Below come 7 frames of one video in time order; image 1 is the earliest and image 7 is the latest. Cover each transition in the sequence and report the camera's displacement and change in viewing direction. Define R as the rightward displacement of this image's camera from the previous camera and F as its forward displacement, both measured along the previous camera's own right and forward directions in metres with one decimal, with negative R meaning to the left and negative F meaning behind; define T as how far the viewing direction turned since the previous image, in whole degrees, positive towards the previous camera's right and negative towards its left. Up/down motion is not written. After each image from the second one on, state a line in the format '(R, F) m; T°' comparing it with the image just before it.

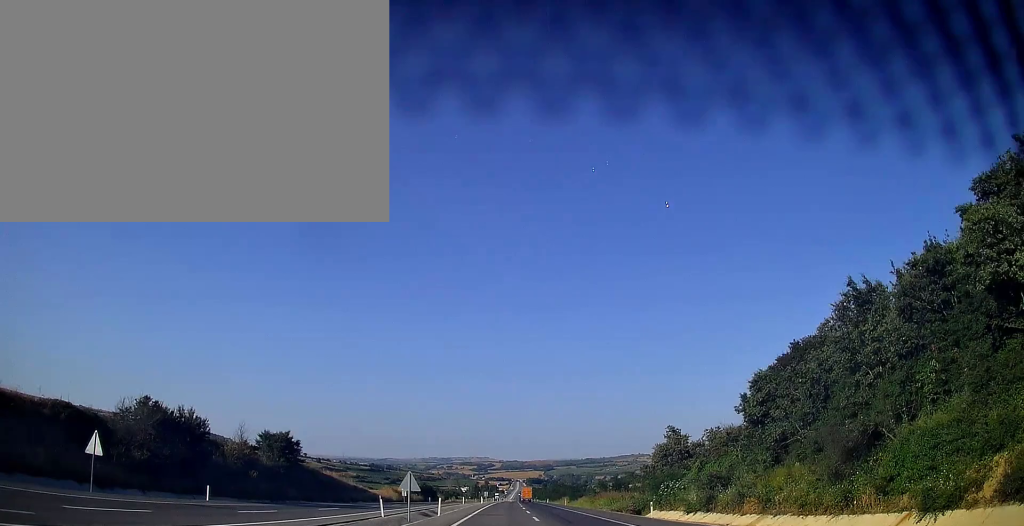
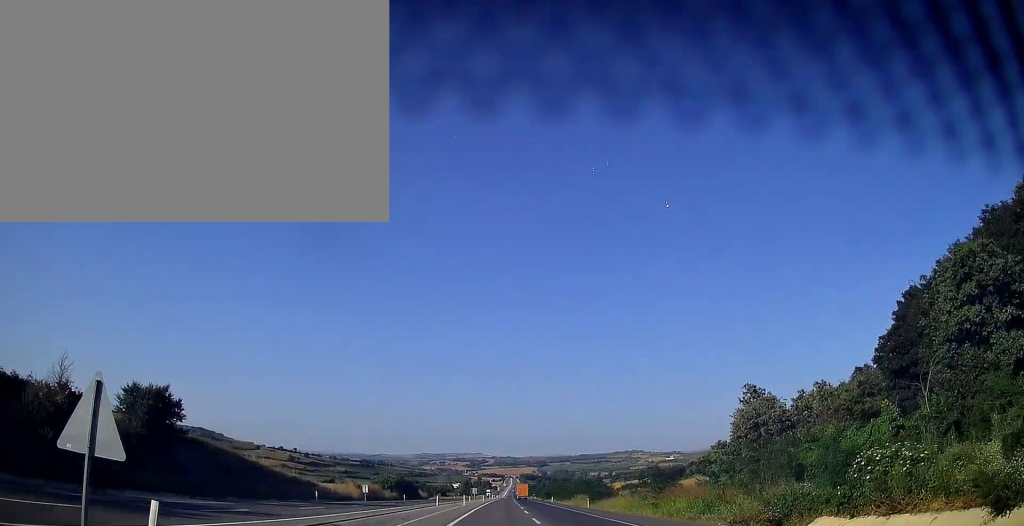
(+0.1, +27.7) m; +1°
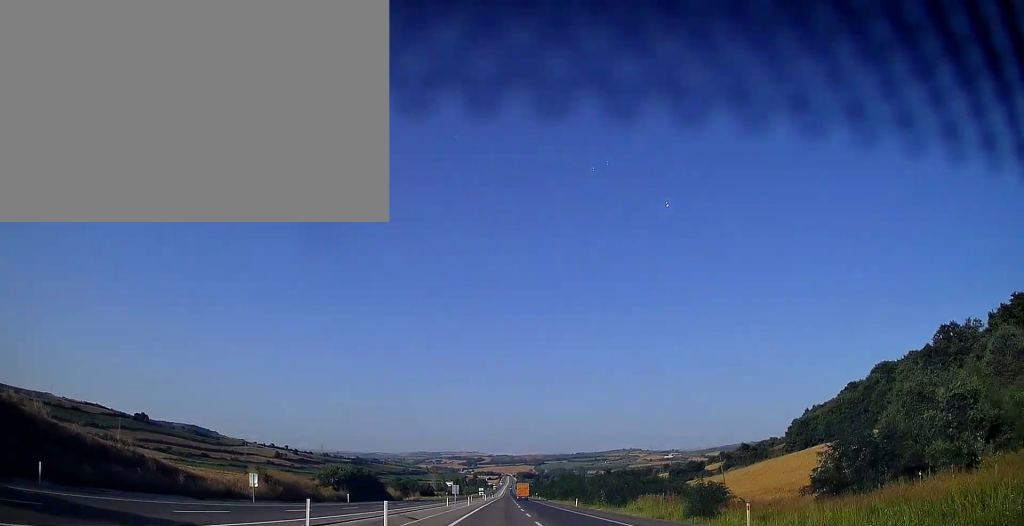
(+0.4, +38.8) m; 0°
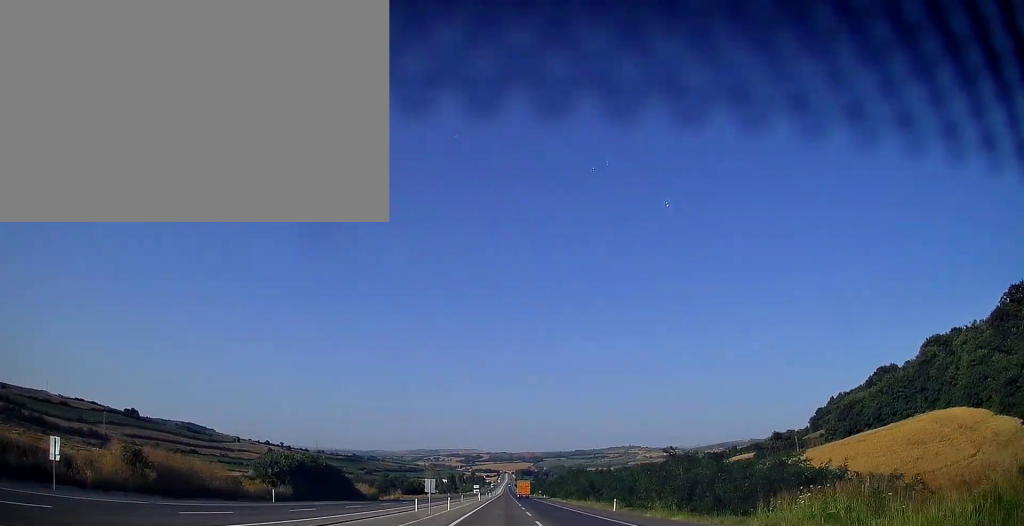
(-0.1, +24.0) m; 0°
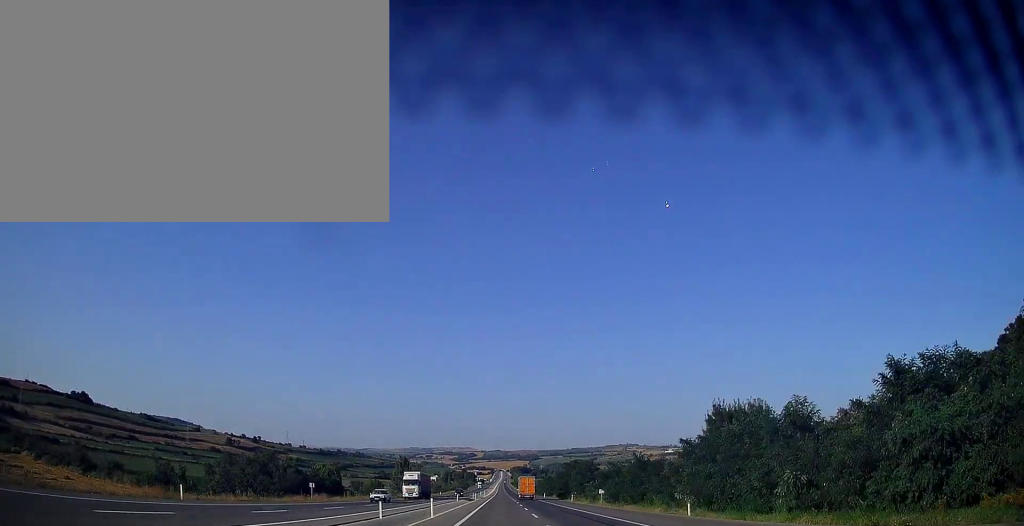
(+1.1, +112.0) m; +1°
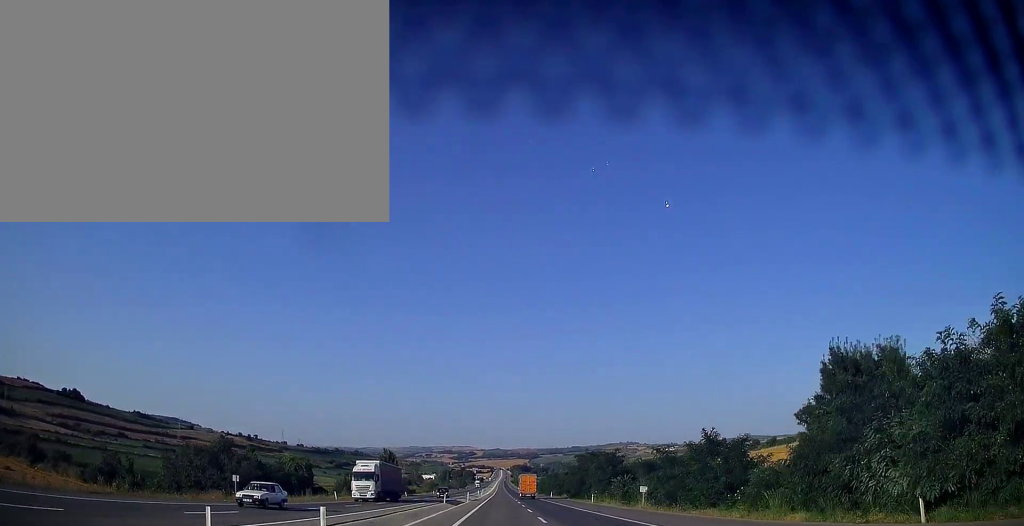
(+0.1, +18.3) m; 0°
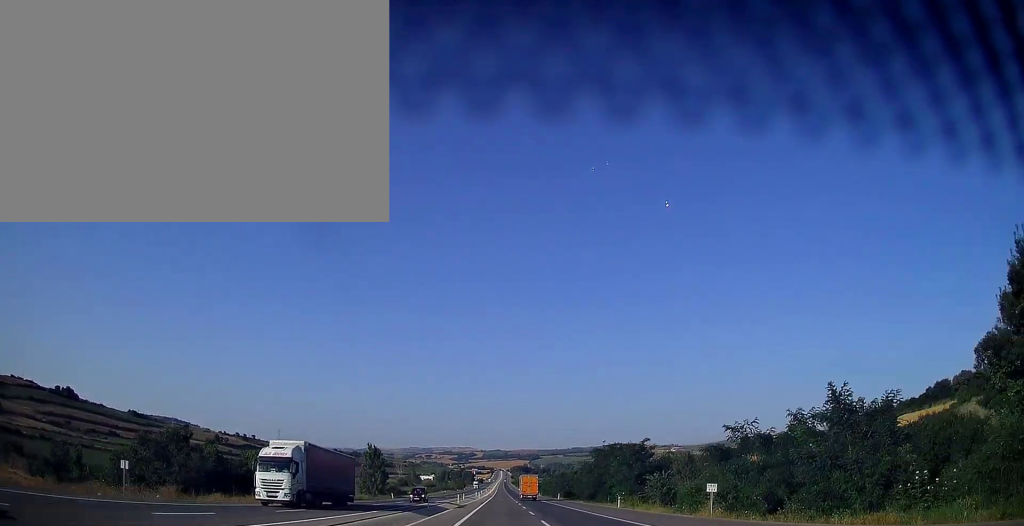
(+0.1, +14.2) m; 0°
